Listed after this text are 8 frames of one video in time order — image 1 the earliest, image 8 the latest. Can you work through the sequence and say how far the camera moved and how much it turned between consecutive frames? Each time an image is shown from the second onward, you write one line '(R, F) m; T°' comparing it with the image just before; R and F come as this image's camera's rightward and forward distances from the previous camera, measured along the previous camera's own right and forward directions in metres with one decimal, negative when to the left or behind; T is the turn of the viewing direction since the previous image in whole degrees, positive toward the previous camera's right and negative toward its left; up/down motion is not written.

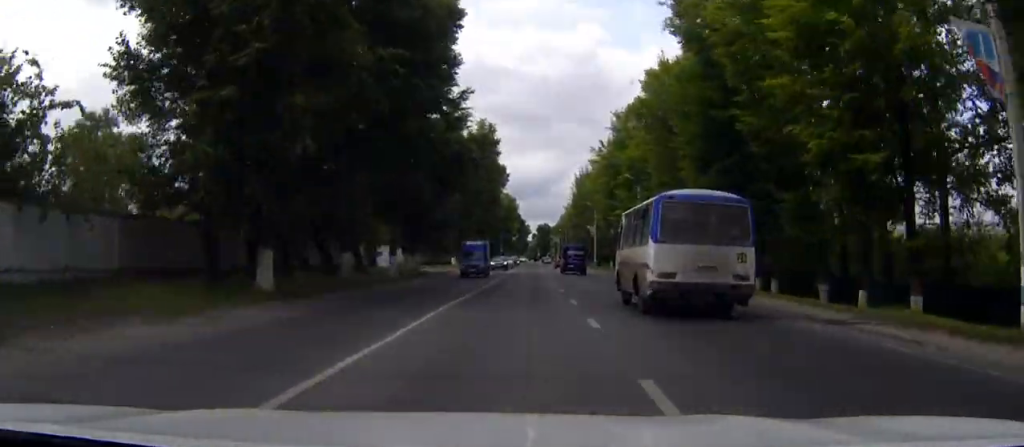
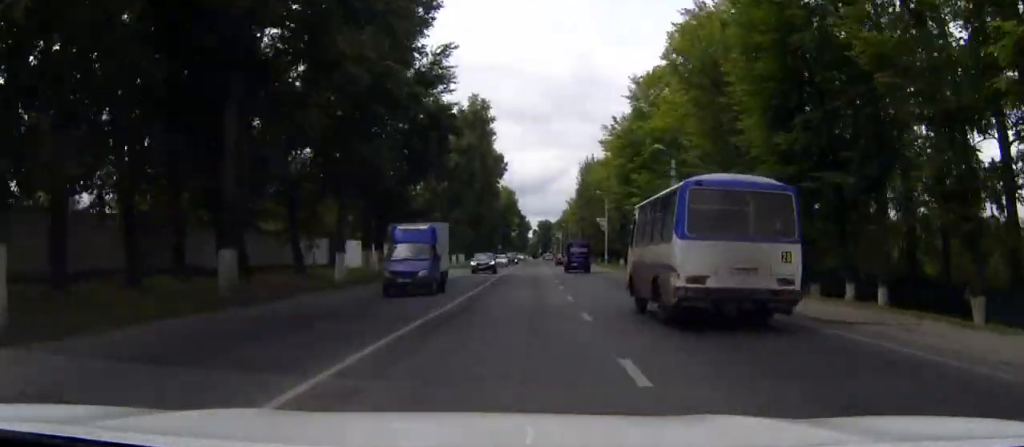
(+0.2, +14.2) m; +1°
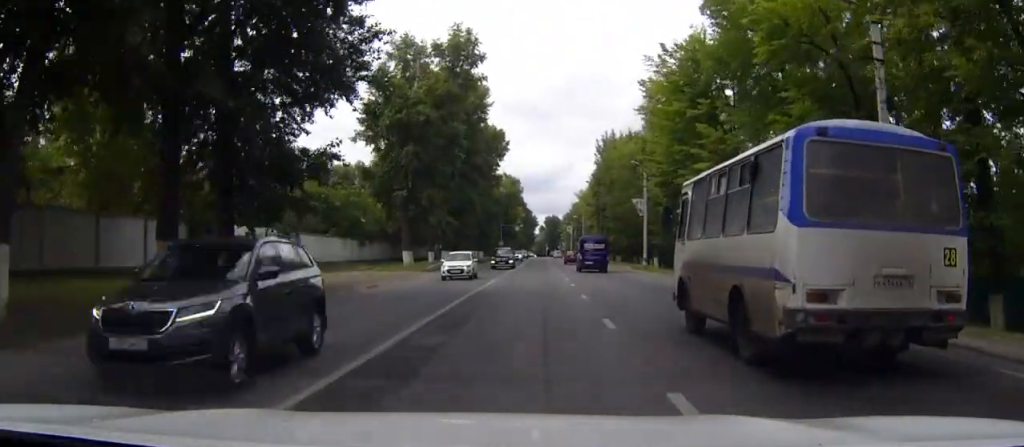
(-0.1, +26.2) m; -1°
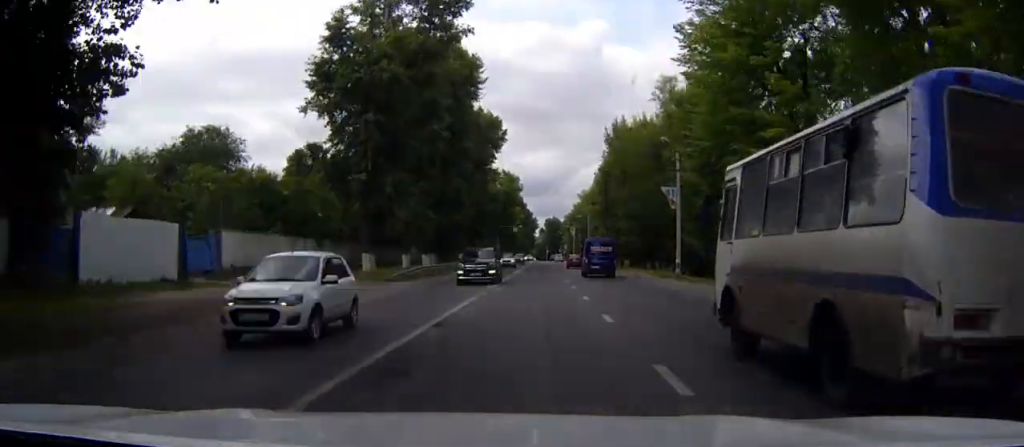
(-0.3, +14.1) m; -1°
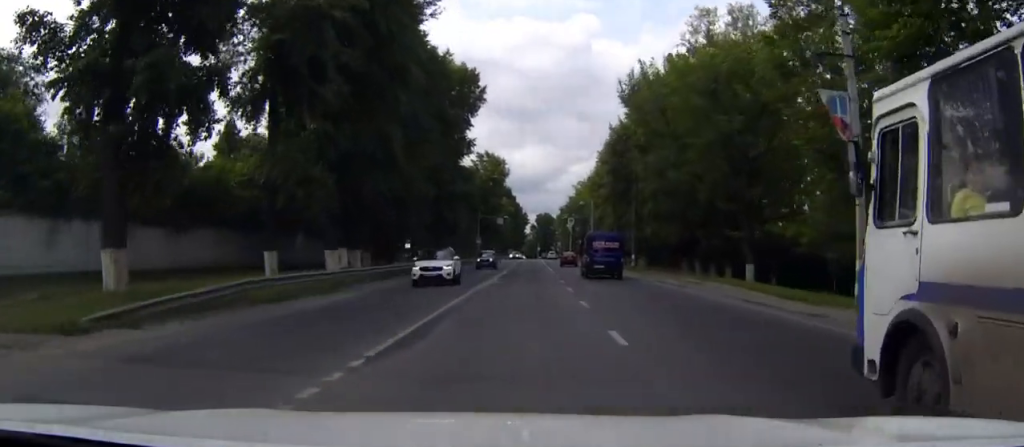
(-0.3, +28.5) m; -1°
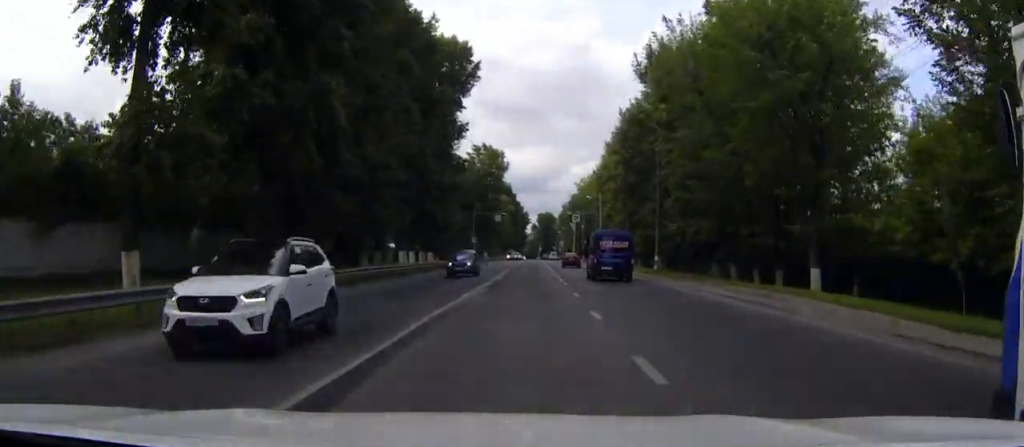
(0.0, +11.7) m; 0°
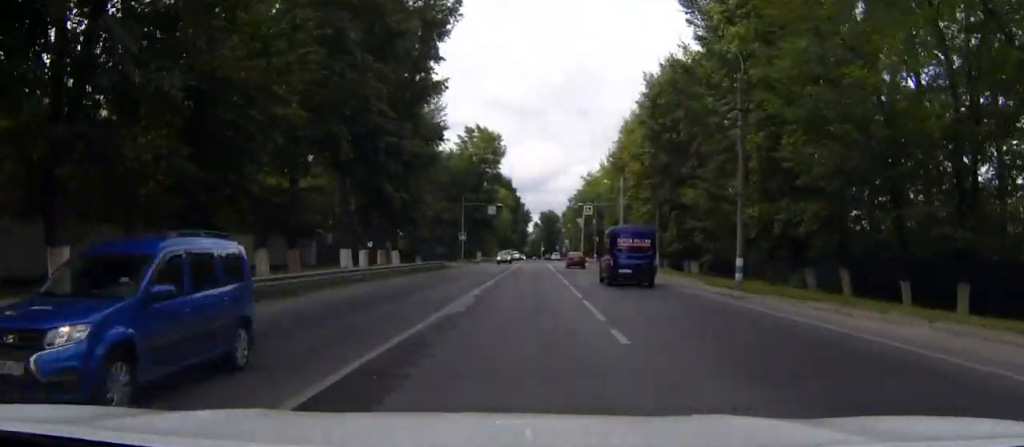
(+0.4, +20.5) m; +2°
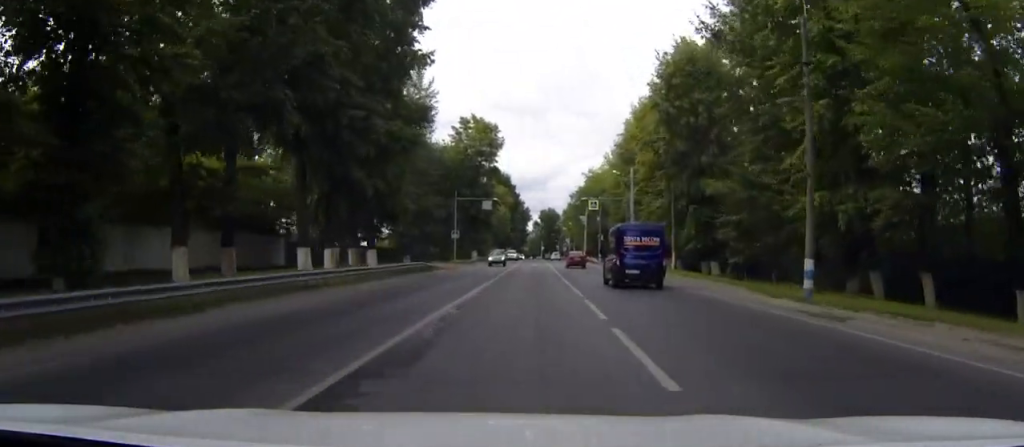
(+0.2, +8.2) m; 0°
